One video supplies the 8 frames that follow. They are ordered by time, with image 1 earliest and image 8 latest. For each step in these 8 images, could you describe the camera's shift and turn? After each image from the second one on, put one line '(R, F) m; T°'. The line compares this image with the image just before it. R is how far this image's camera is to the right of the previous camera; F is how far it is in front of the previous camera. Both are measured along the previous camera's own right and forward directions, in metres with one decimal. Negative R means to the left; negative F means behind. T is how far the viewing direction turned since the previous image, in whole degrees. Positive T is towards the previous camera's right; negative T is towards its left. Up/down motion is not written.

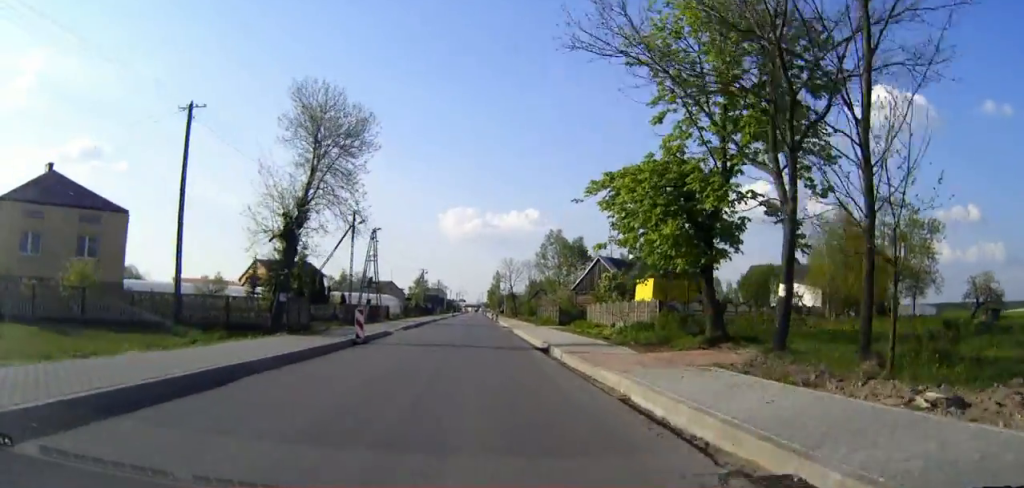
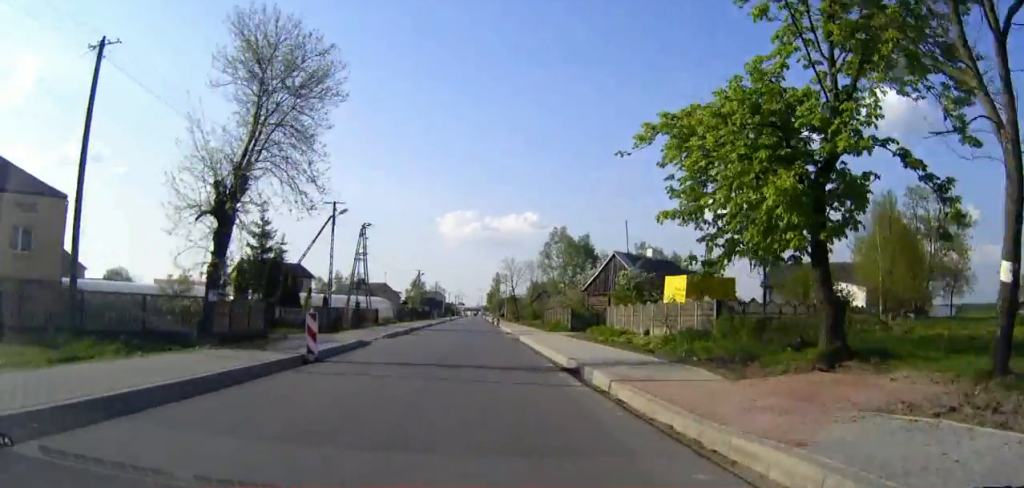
(0.0, +7.5) m; 0°
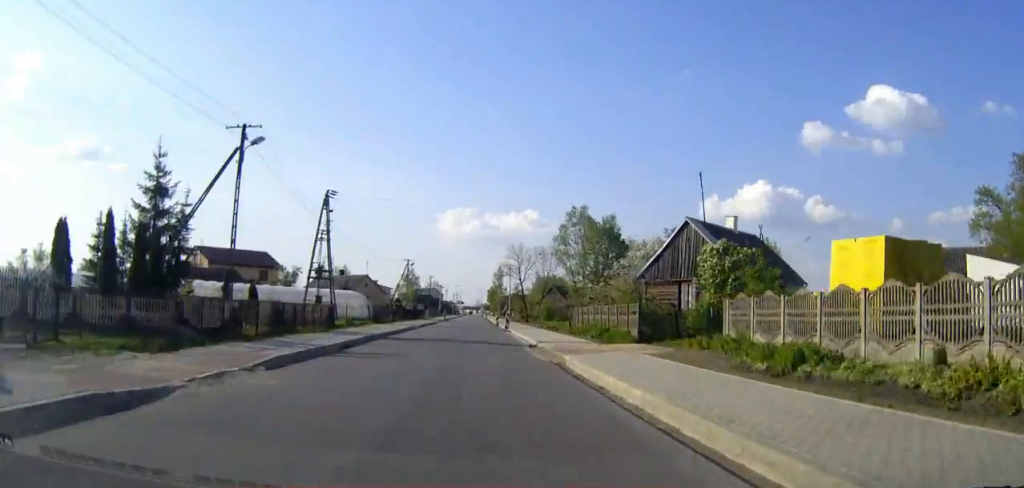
(0.0, +19.7) m; 0°
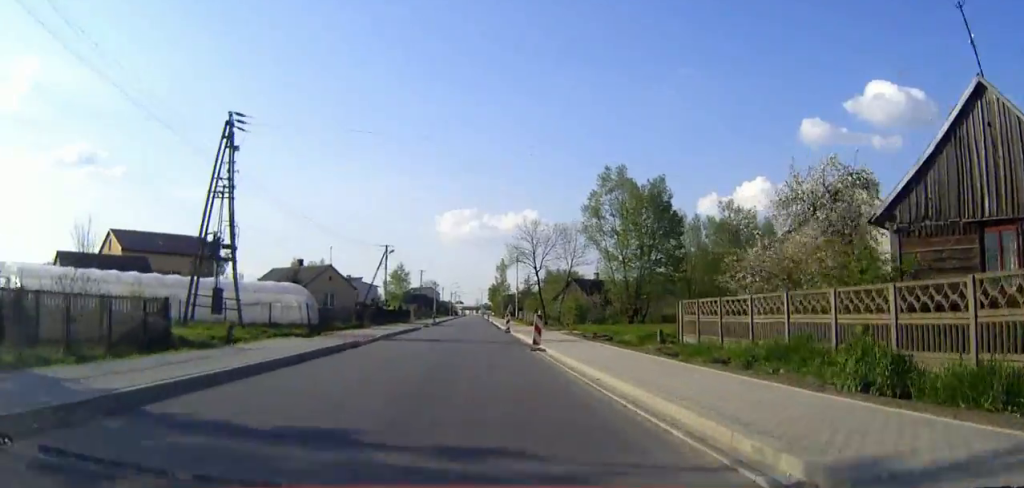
(+0.1, +24.1) m; 0°
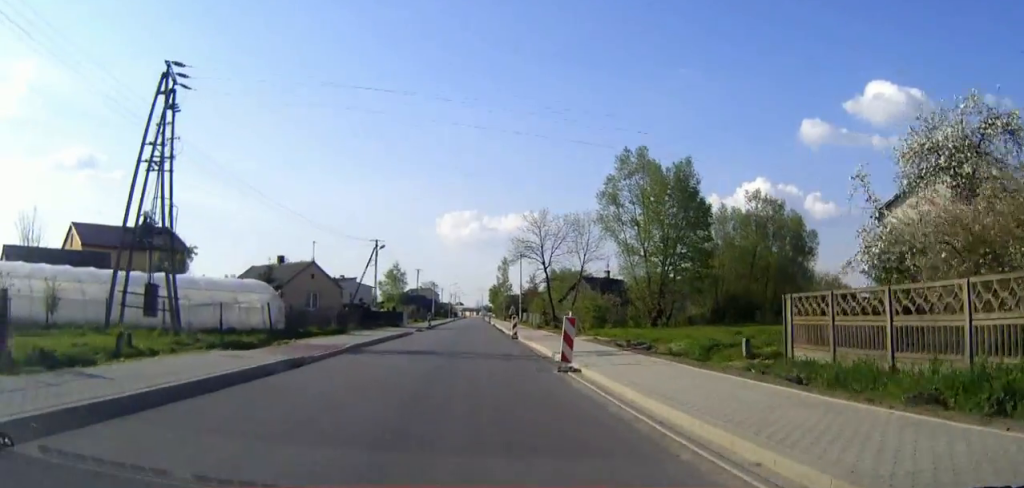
(0.0, +8.1) m; 0°
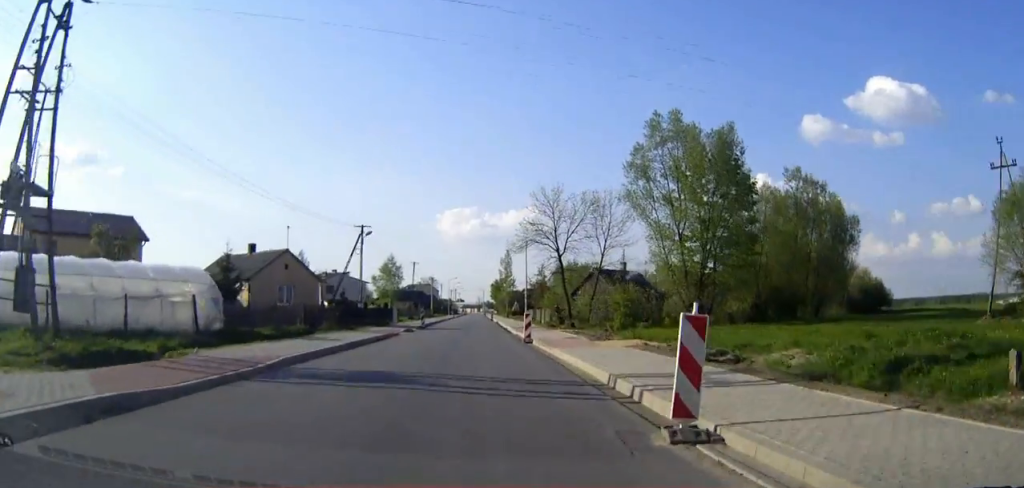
(0.0, +9.6) m; 0°
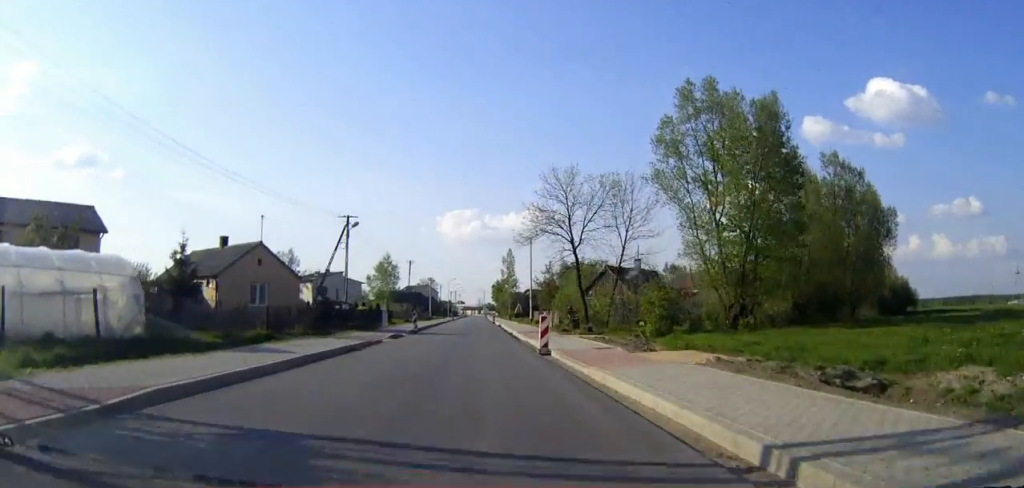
(0.0, +7.2) m; 0°
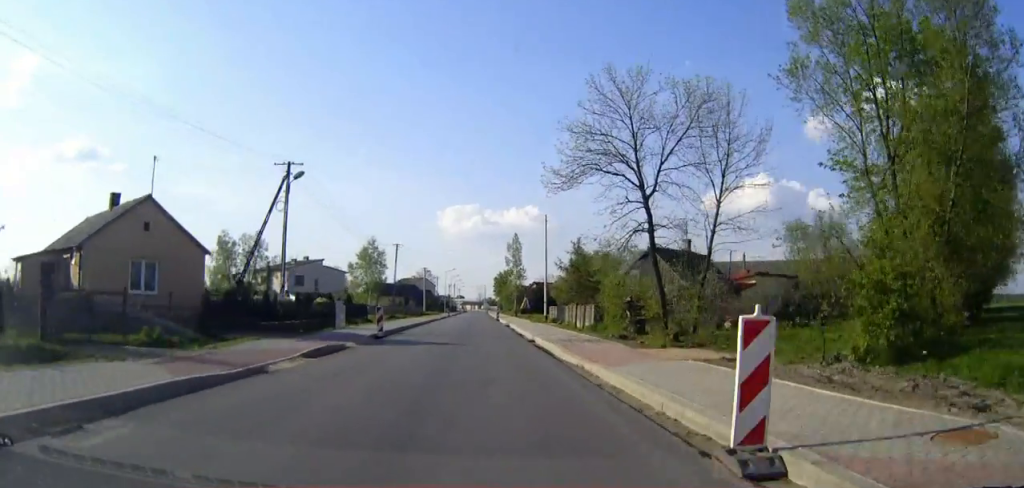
(0.0, +18.0) m; 0°
